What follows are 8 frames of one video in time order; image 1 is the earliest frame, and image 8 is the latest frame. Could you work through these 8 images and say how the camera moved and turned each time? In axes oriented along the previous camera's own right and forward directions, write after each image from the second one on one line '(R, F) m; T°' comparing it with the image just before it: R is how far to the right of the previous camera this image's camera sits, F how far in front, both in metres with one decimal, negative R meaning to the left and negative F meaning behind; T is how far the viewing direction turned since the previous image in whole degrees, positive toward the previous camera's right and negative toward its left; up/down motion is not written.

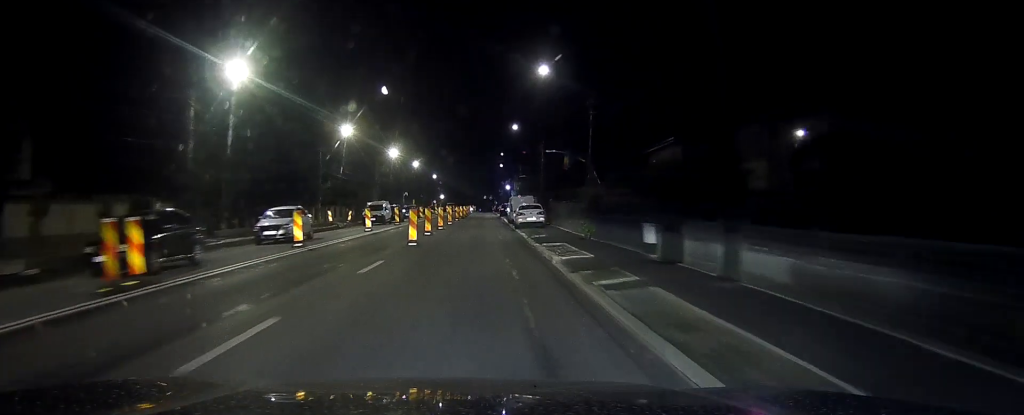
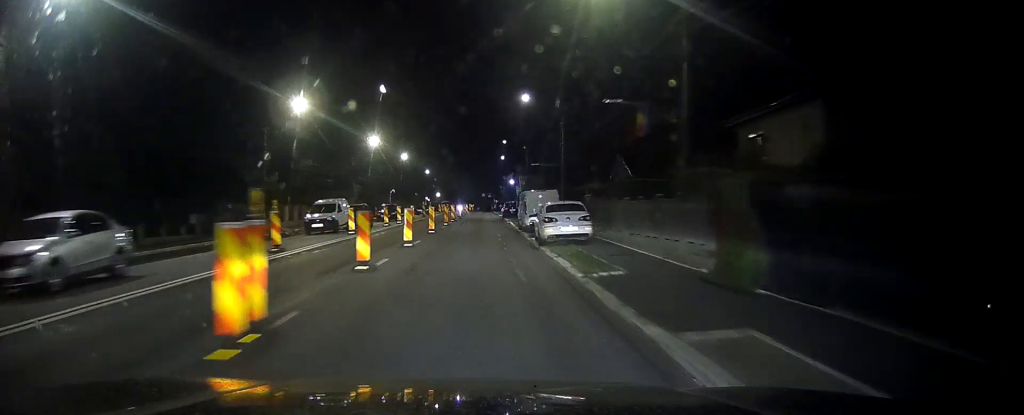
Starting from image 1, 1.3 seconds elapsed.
(-0.1, +17.4) m; 0°
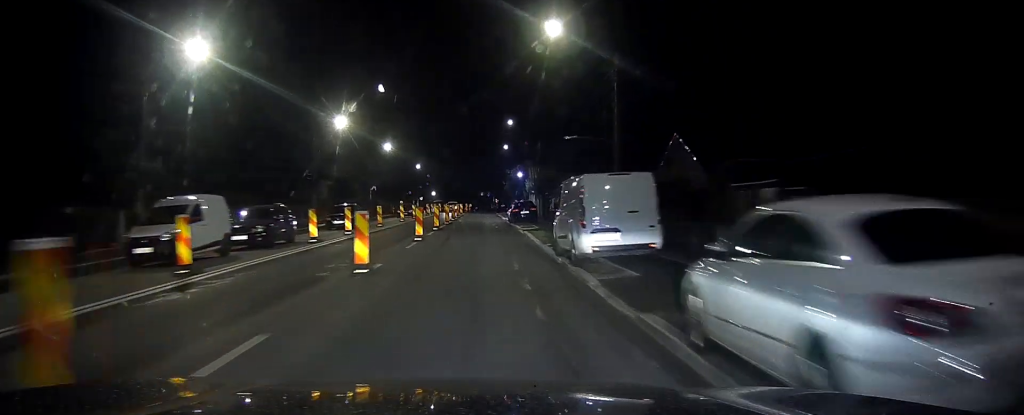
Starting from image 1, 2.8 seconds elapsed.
(0.0, +19.6) m; 0°
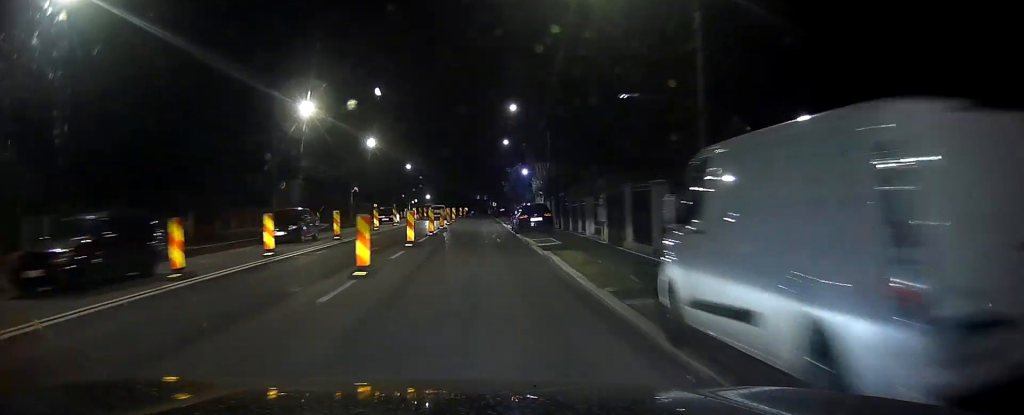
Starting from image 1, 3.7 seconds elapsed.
(0.0, +12.0) m; 0°
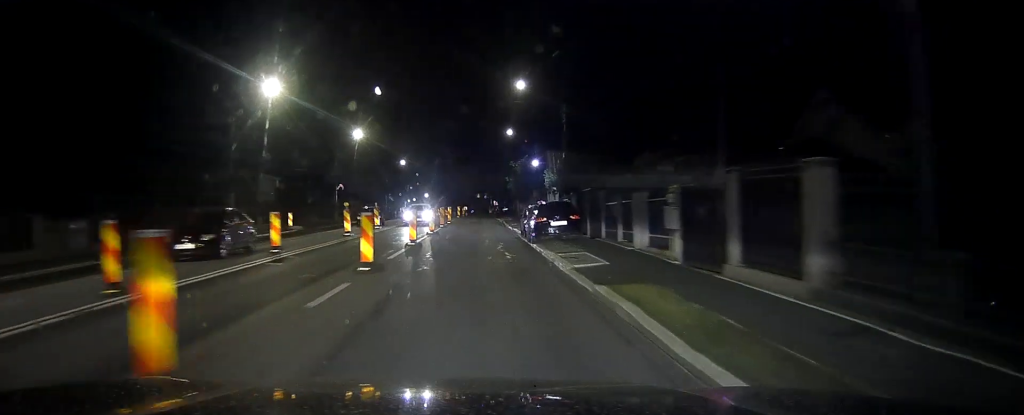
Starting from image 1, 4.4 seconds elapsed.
(0.0, +9.6) m; 0°
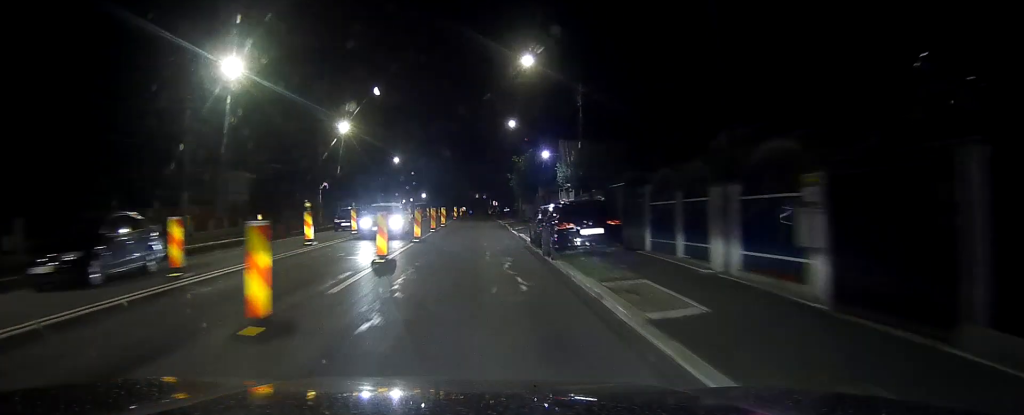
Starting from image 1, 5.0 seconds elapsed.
(0.0, +7.5) m; 0°
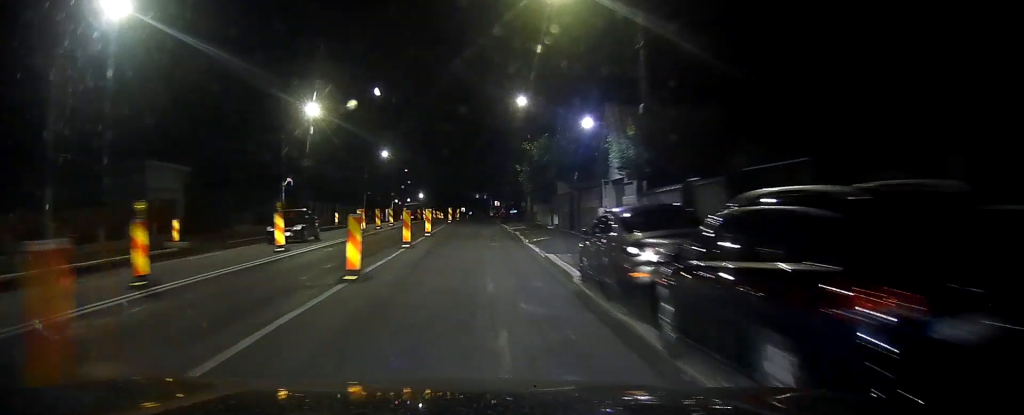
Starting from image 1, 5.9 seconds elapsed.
(0.0, +13.7) m; 0°
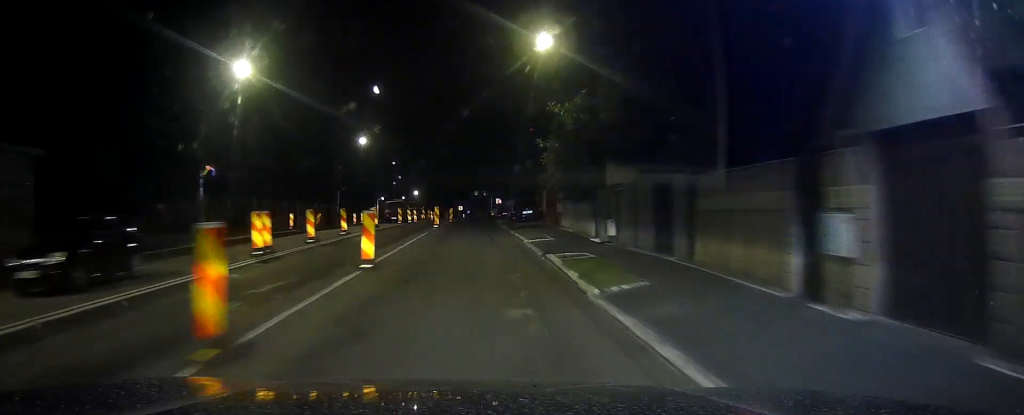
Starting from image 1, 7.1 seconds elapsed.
(+0.1, +17.2) m; 0°
